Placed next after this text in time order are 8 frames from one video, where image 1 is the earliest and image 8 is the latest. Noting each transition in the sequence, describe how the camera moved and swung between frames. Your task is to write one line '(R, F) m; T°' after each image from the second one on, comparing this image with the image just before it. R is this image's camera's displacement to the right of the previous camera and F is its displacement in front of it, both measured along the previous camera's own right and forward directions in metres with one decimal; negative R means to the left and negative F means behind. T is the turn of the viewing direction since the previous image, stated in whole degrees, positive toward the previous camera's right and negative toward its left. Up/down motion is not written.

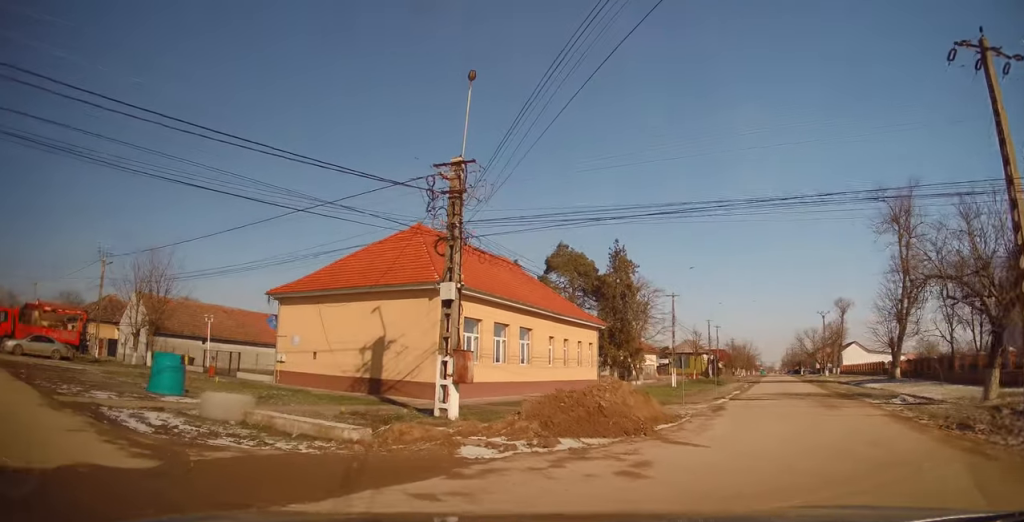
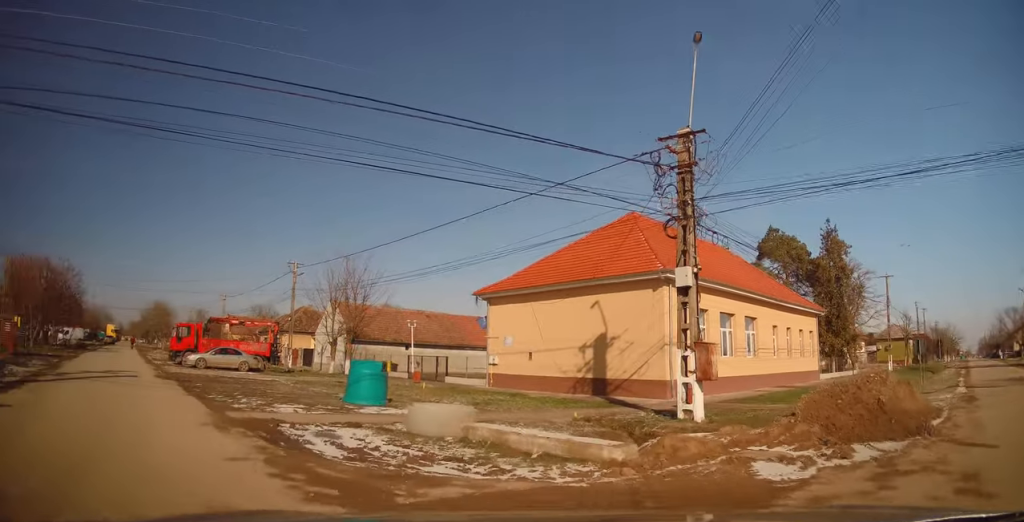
(-0.4, +2.1) m; -22°
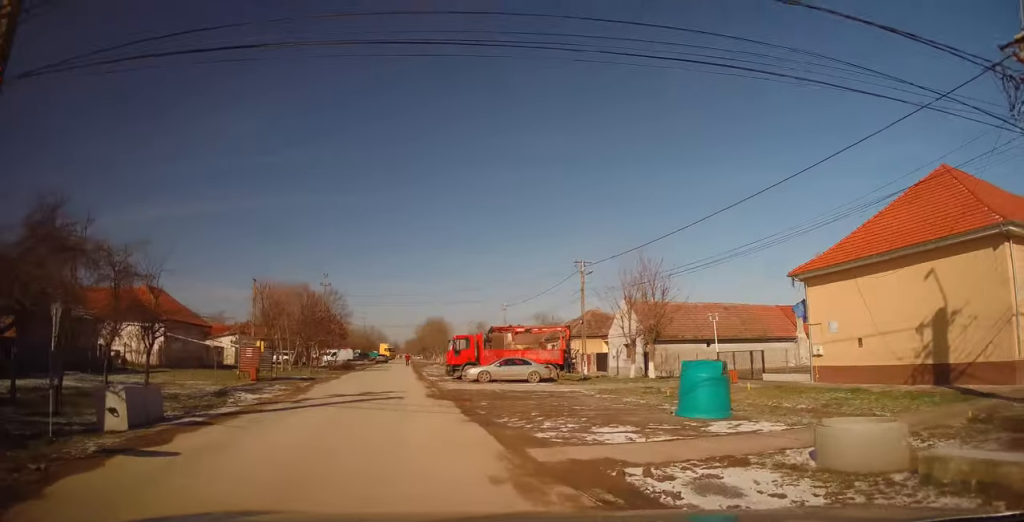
(-0.9, +3.4) m; -24°
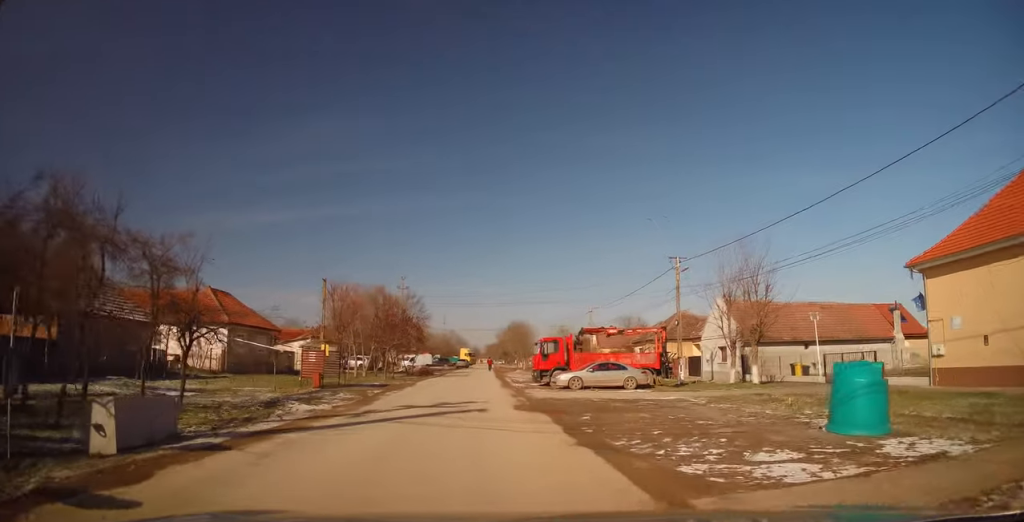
(-0.2, +2.6) m; -5°
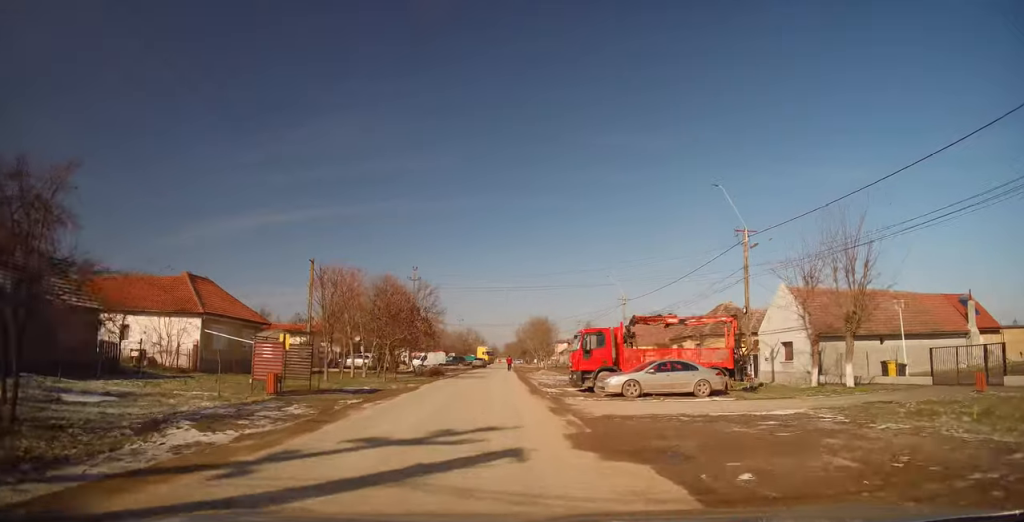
(-0.3, +6.1) m; -2°
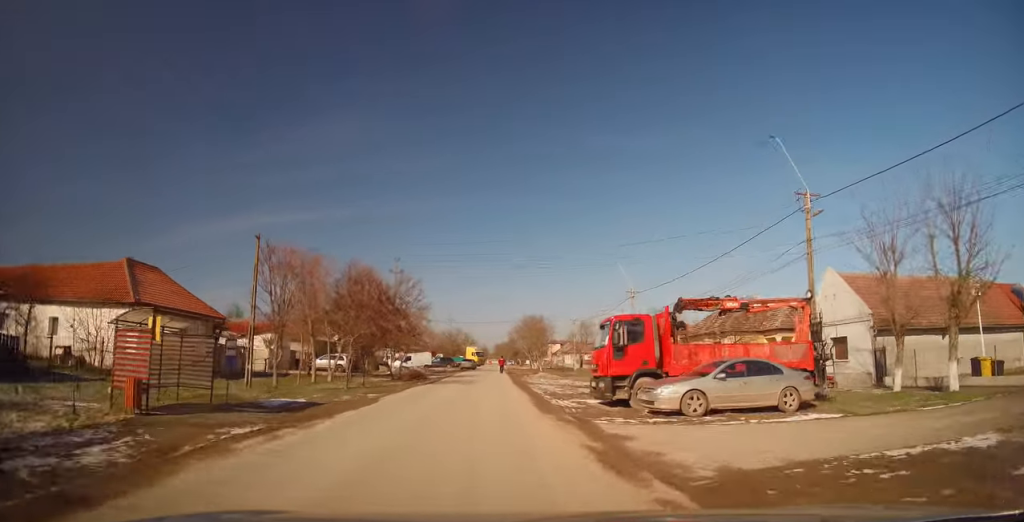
(+0.1, +5.8) m; +2°
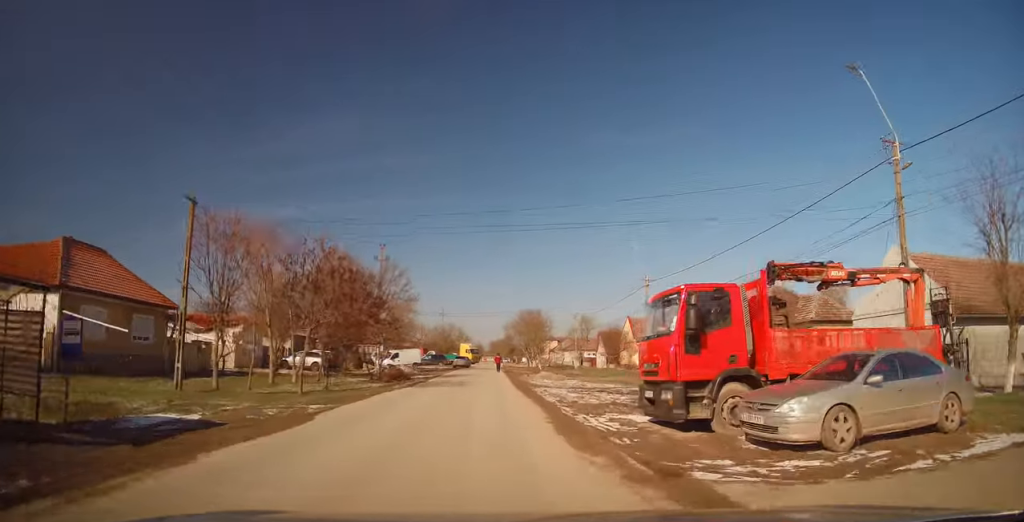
(+0.1, +5.3) m; +1°
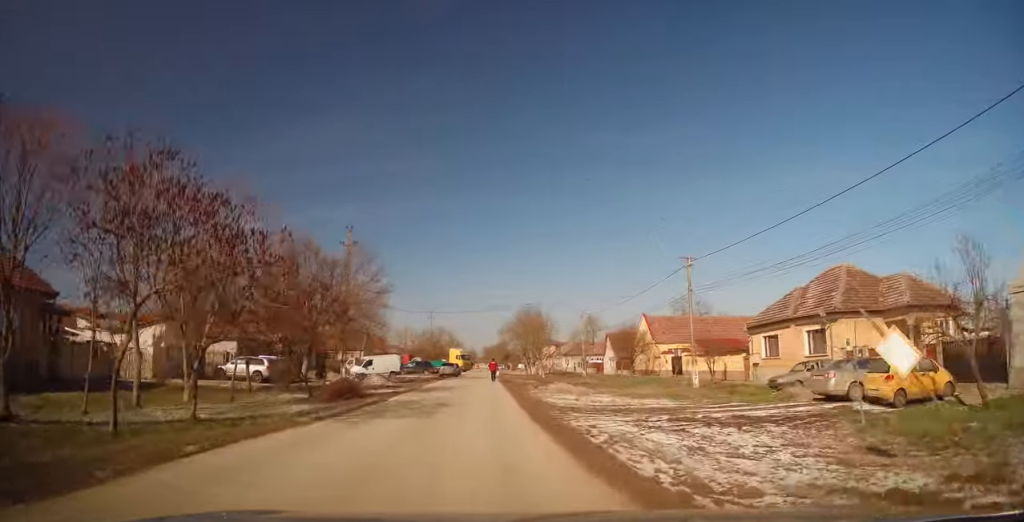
(+0.1, +10.7) m; -1°
